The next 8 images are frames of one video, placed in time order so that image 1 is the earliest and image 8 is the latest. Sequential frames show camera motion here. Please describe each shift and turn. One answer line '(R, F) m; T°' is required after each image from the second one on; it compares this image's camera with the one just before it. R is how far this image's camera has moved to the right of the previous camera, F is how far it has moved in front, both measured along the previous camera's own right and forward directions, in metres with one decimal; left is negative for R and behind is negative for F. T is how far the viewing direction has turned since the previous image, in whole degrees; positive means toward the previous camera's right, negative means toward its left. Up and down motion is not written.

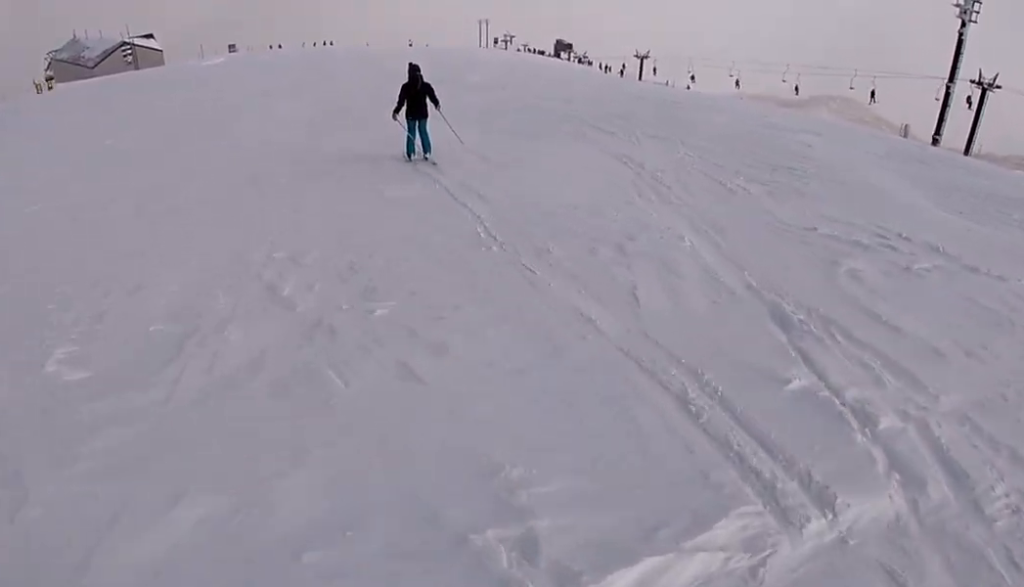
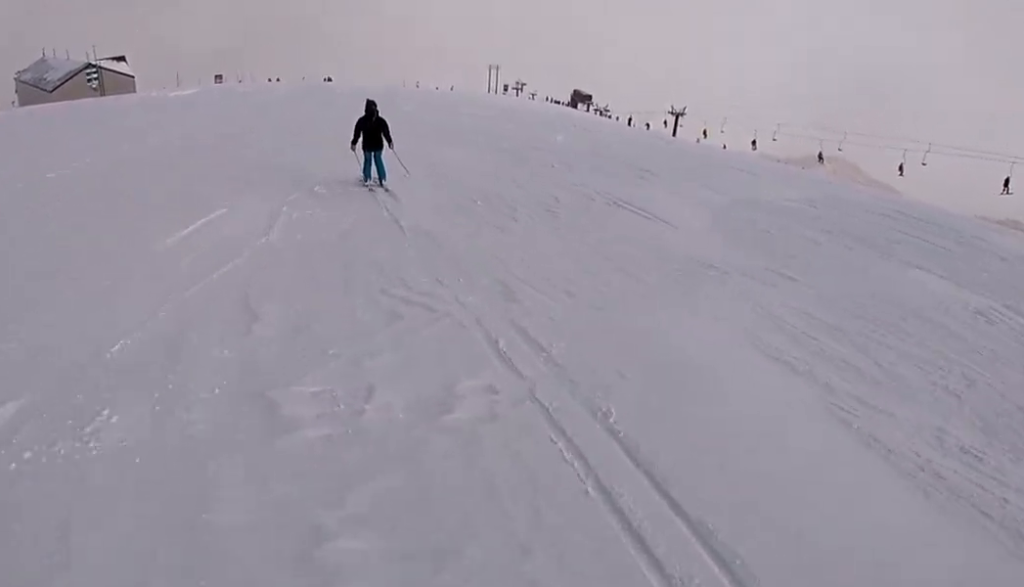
(+1.2, +16.0) m; +3°
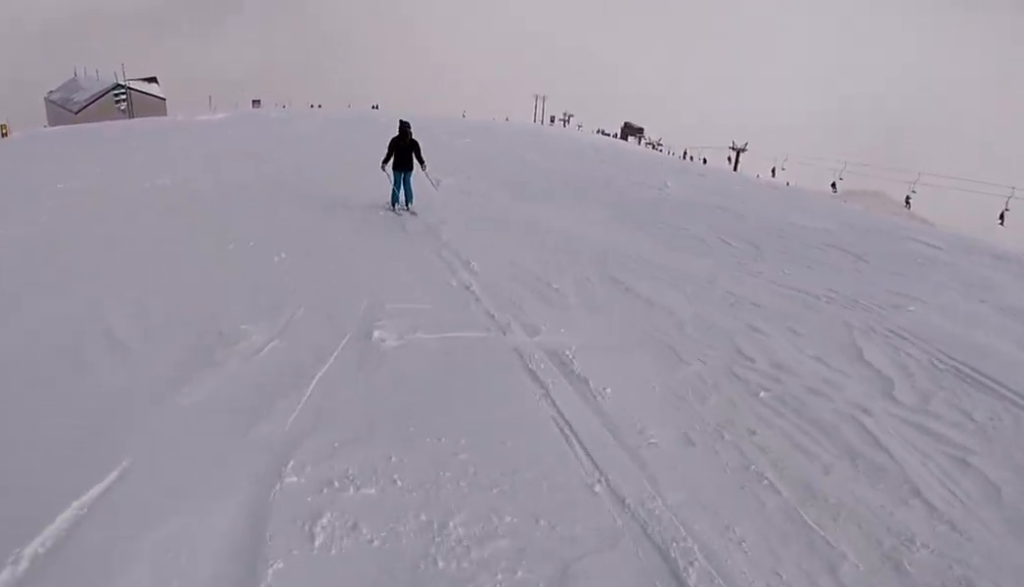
(-0.7, +6.6) m; 0°
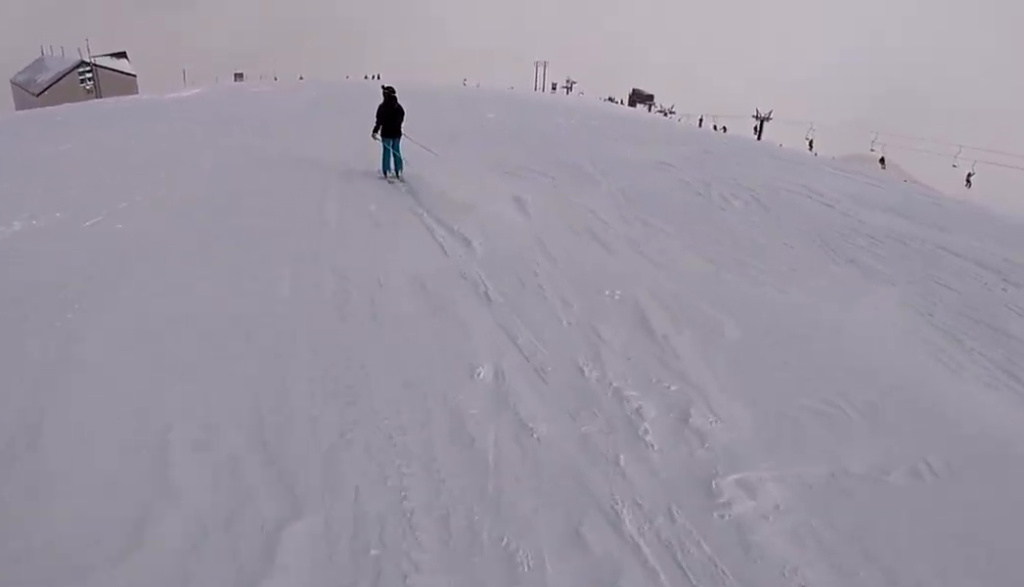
(+1.1, +7.9) m; -1°
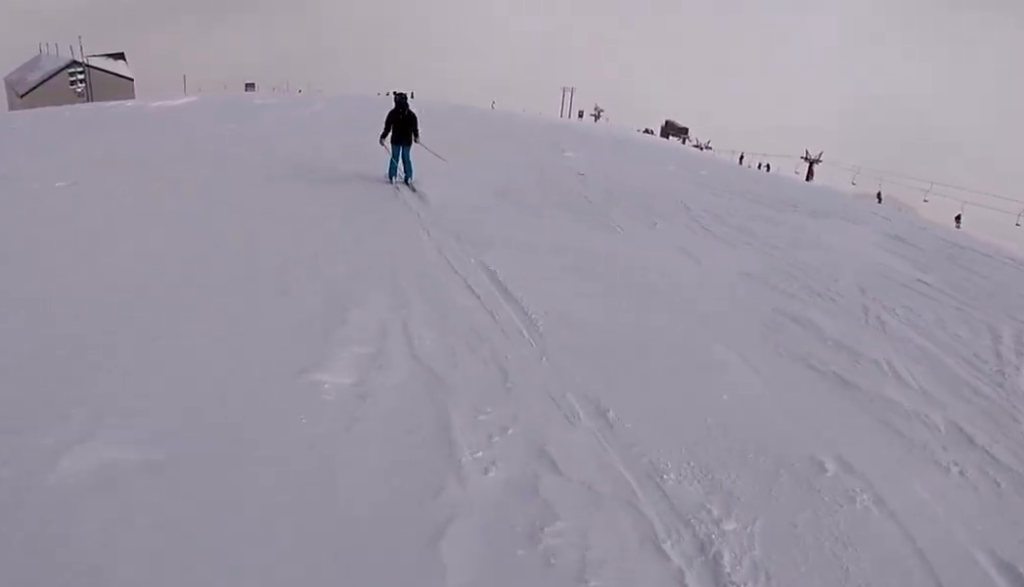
(-0.9, +8.7) m; -5°
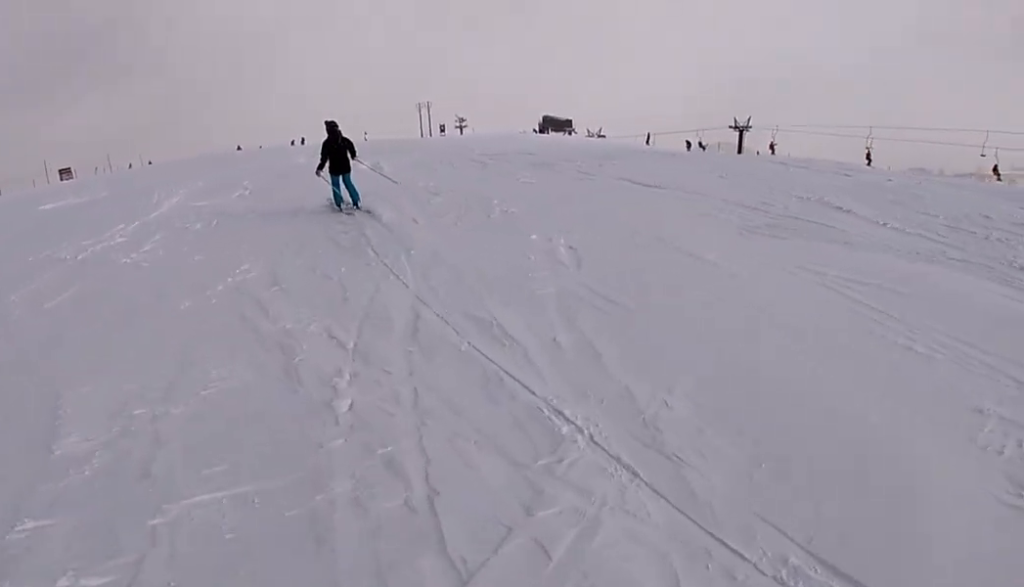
(+1.2, +20.2) m; +5°
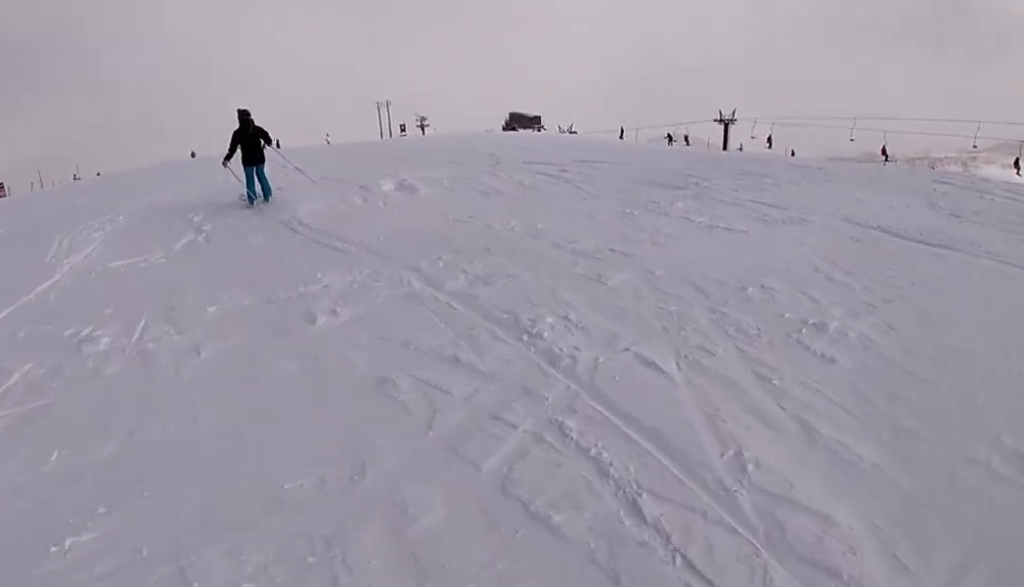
(-0.2, +7.0) m; 0°
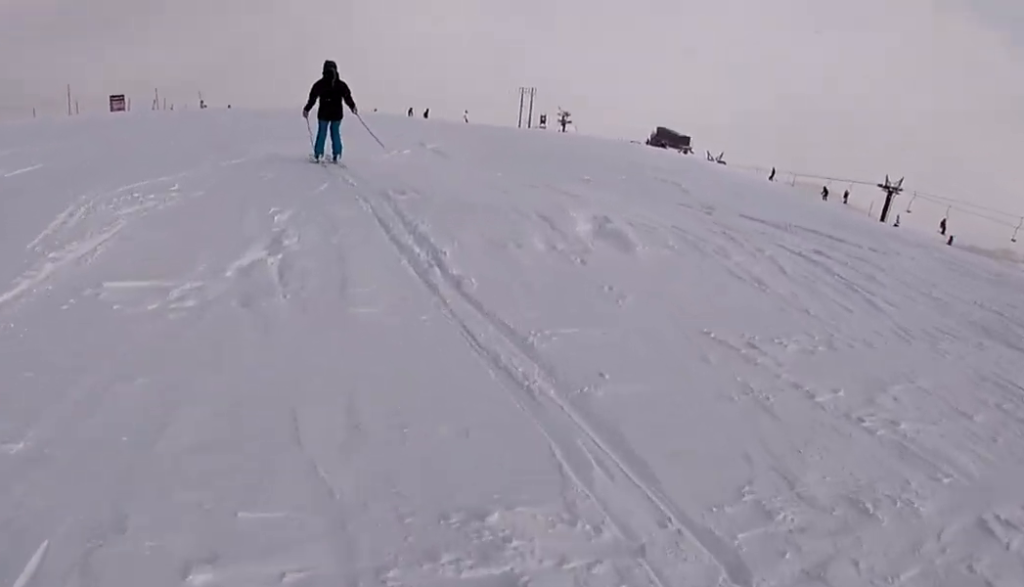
(-0.7, +4.5) m; 0°
